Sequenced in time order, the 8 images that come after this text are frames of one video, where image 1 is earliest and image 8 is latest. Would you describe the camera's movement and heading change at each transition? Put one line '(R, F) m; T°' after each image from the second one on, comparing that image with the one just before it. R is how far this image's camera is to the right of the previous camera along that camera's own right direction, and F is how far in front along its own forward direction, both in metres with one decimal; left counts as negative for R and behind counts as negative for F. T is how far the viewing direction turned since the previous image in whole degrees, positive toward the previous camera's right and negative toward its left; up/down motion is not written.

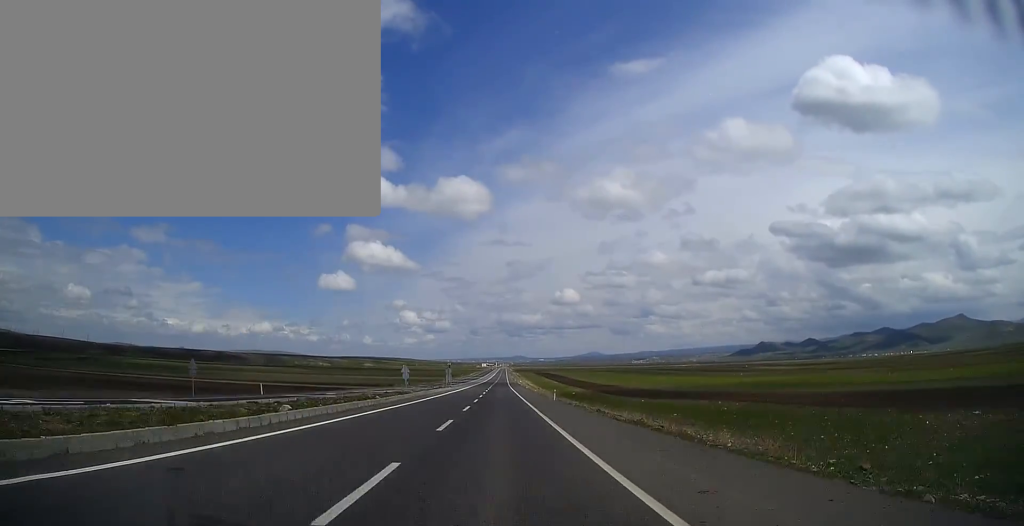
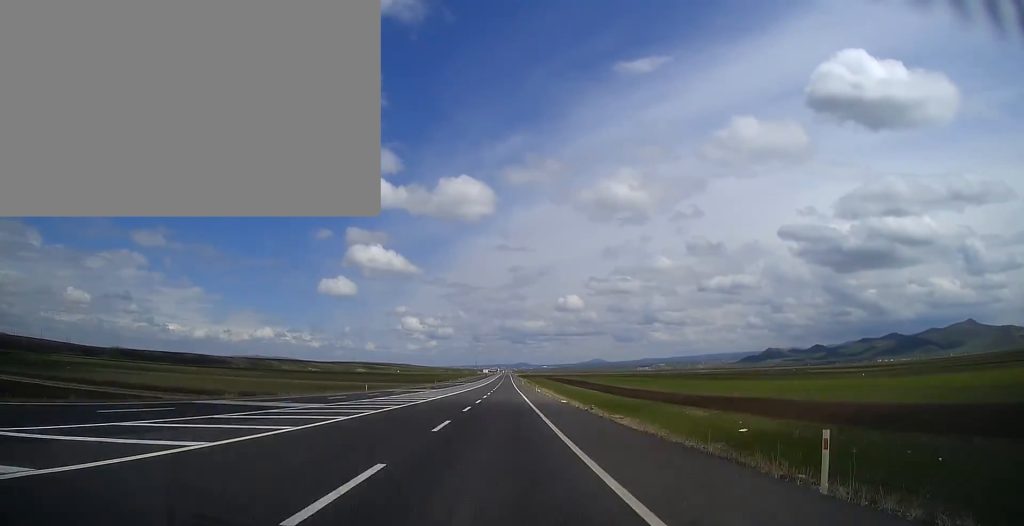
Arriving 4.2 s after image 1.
(-0.5, +147.5) m; 0°
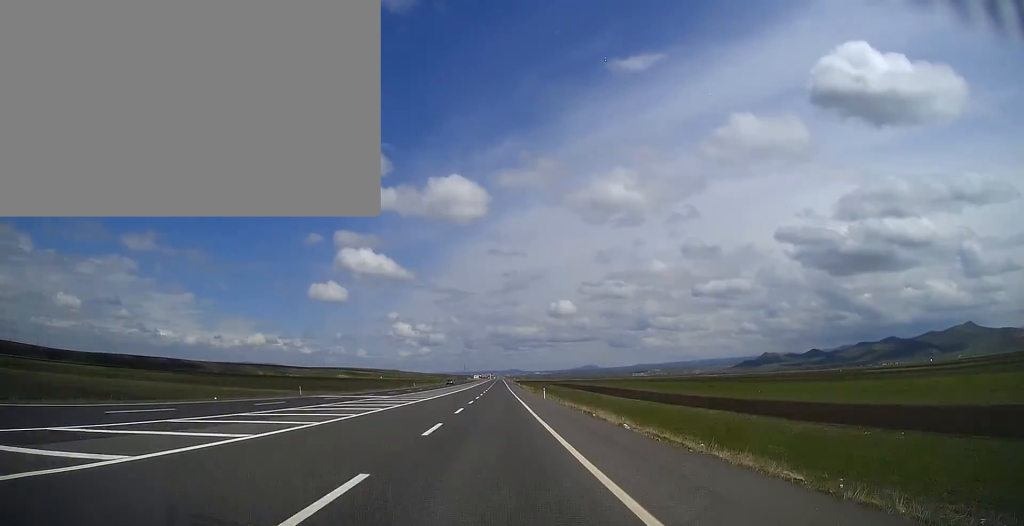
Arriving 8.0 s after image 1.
(+0.3, +110.0) m; 0°
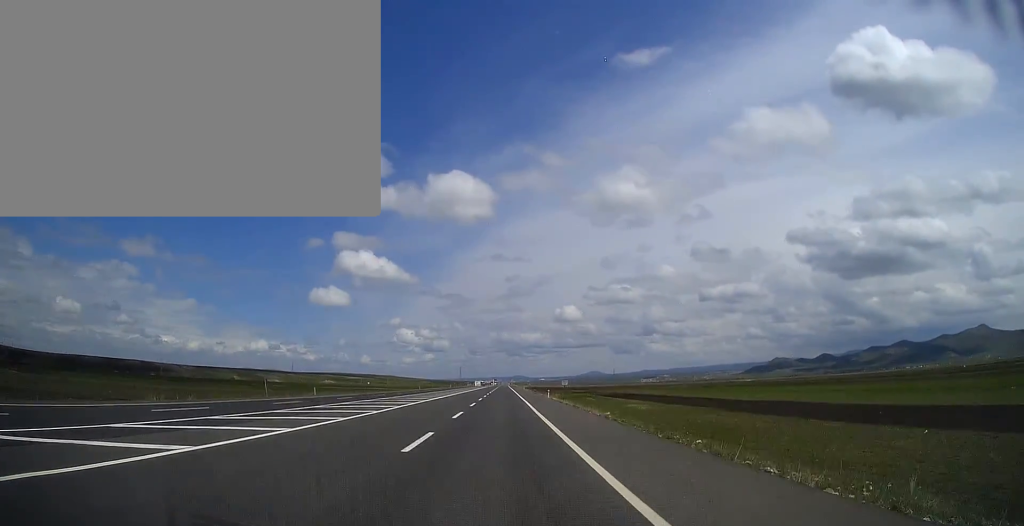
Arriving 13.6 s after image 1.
(+0.1, +160.2) m; 0°
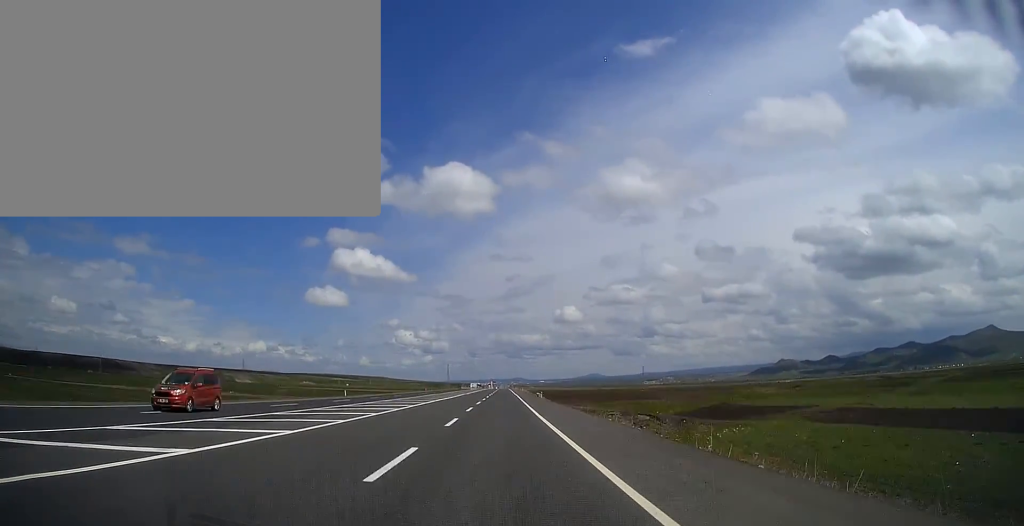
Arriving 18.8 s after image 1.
(-0.2, +147.9) m; 0°
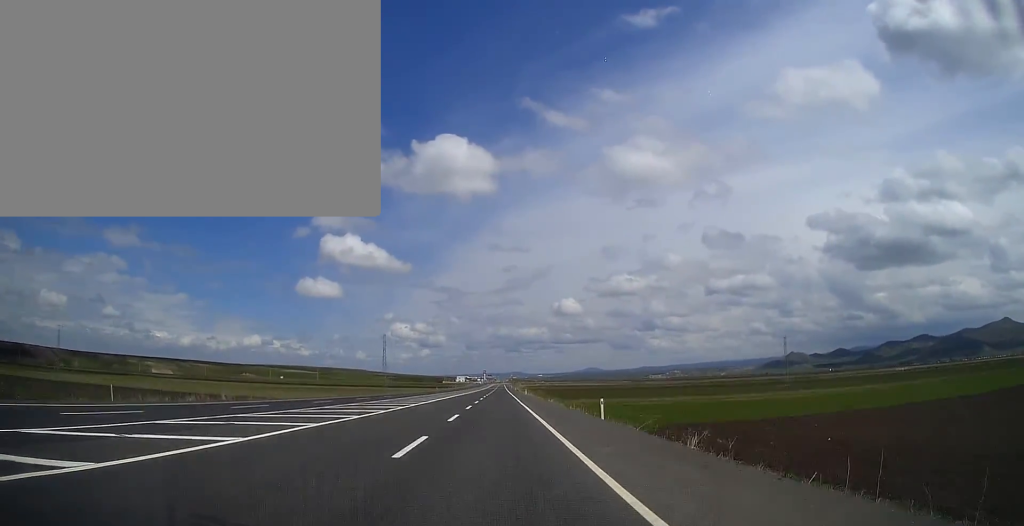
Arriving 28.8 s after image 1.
(+0.5, +279.4) m; 0°
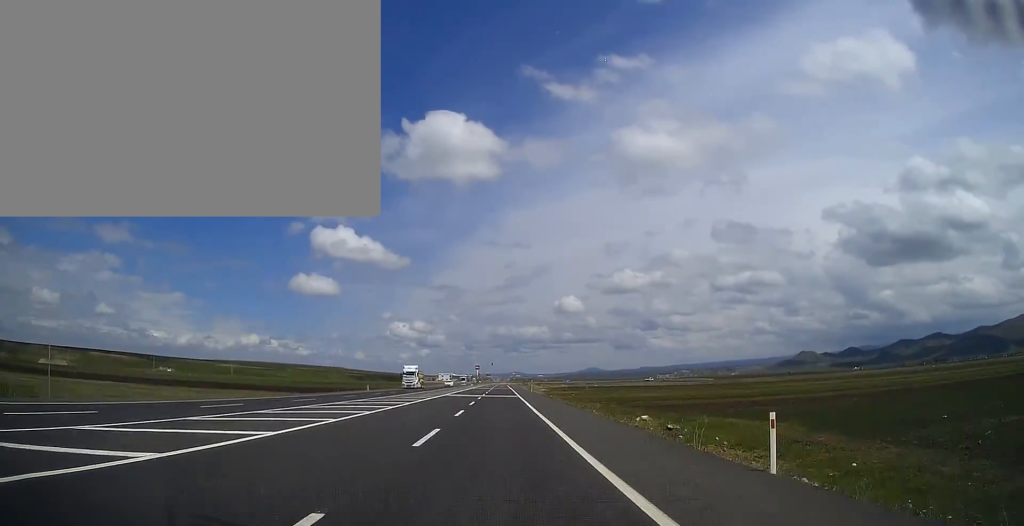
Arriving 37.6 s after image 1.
(-0.3, +249.9) m; 0°
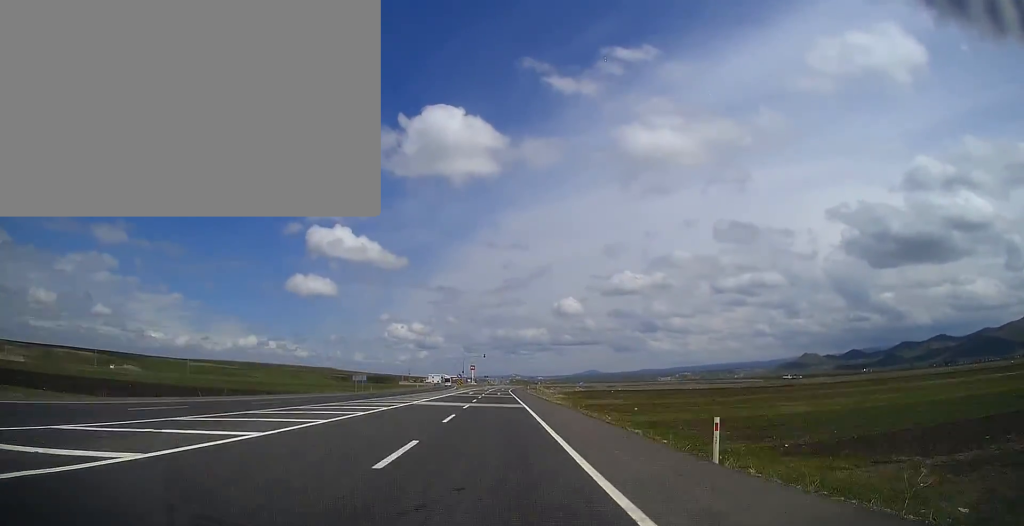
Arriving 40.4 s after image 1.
(-0.4, +75.1) m; 0°
